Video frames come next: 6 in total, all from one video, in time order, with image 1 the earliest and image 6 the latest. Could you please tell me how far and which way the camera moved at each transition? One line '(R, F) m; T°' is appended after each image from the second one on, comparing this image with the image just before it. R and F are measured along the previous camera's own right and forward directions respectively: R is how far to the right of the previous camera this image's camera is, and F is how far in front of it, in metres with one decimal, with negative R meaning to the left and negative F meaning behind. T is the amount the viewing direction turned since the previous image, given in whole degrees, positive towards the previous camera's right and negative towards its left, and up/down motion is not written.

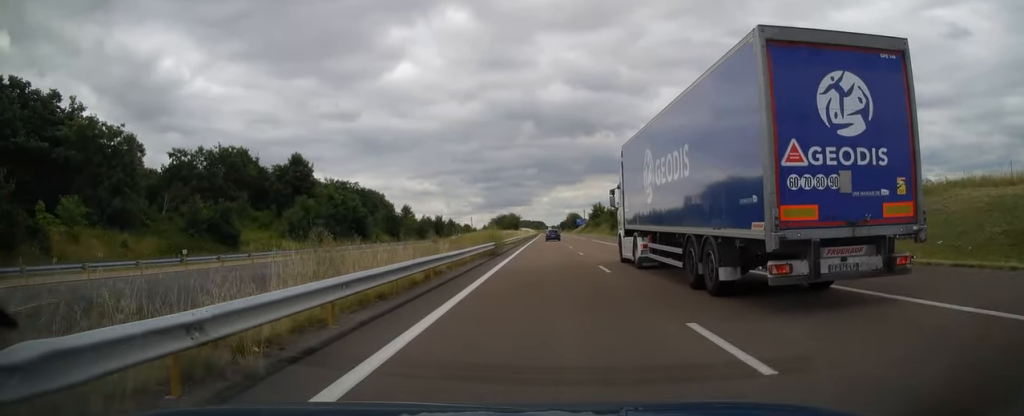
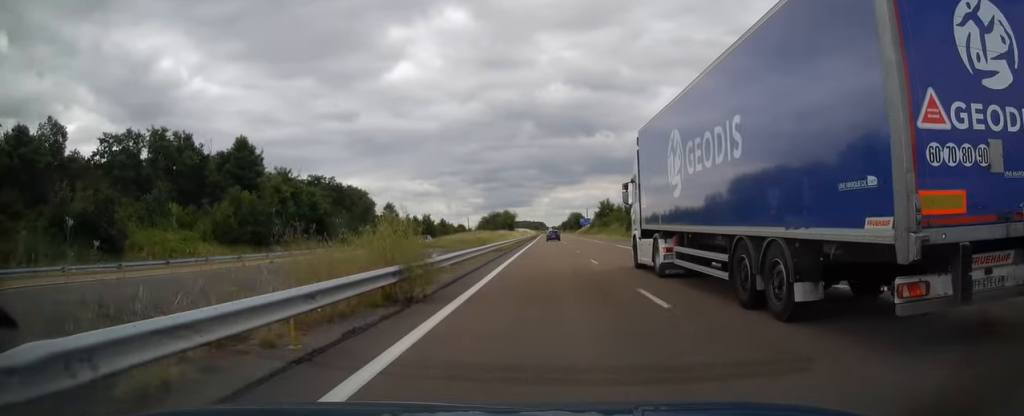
(-0.1, +21.5) m; 0°
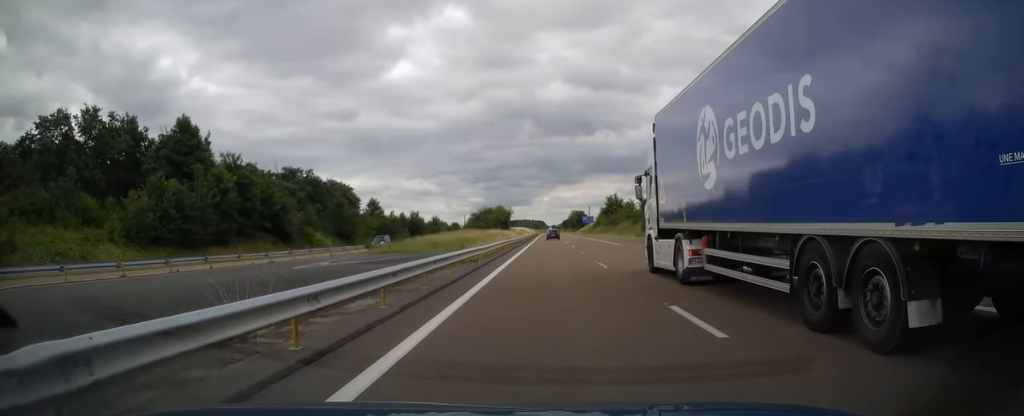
(0.0, +16.1) m; 0°
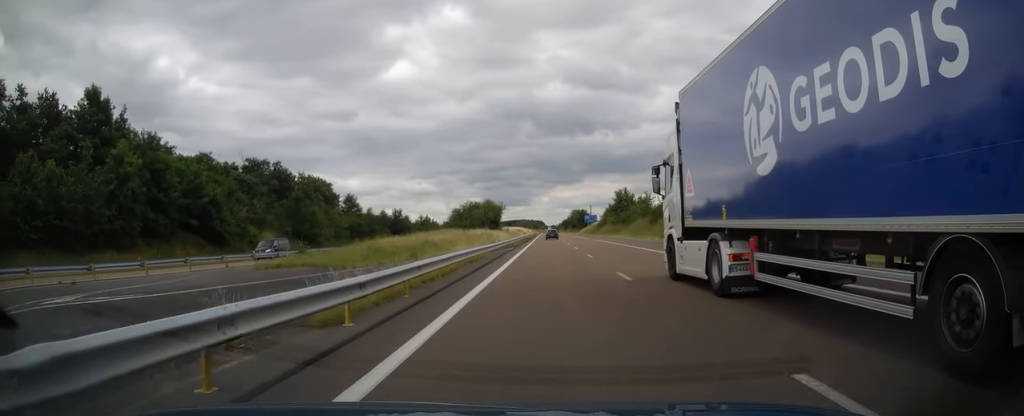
(-0.1, +18.1) m; 0°
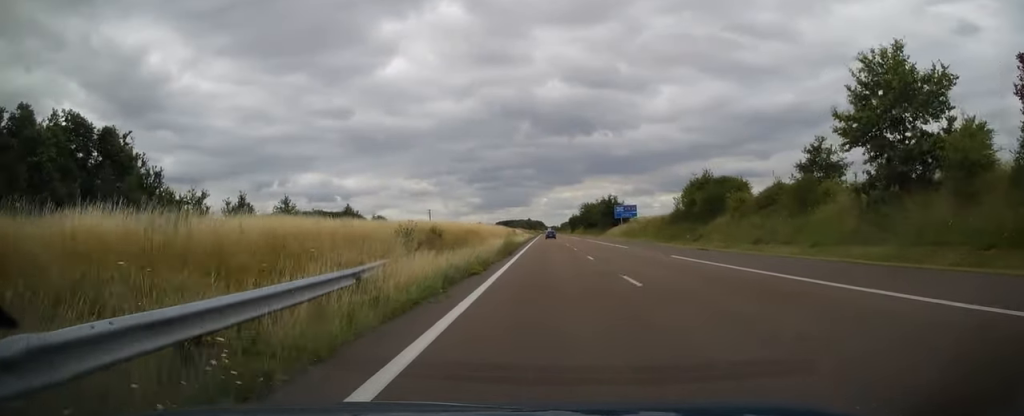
(+0.4, +93.3) m; 0°
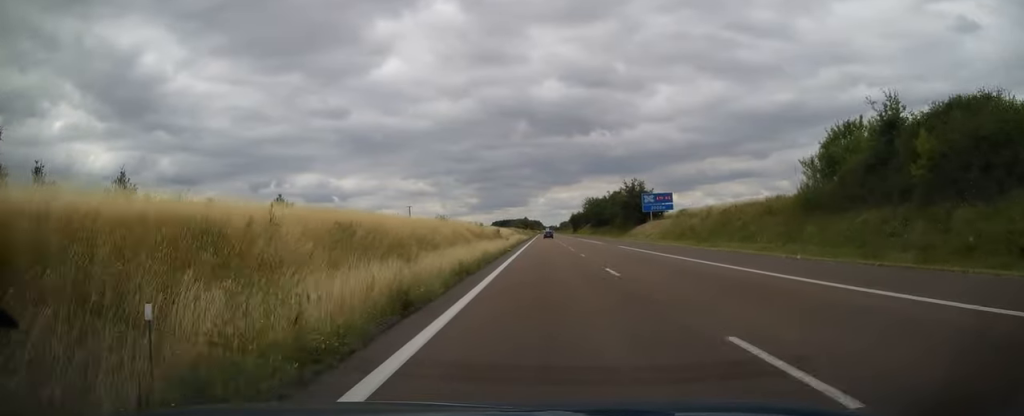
(0.0, +36.2) m; 0°
